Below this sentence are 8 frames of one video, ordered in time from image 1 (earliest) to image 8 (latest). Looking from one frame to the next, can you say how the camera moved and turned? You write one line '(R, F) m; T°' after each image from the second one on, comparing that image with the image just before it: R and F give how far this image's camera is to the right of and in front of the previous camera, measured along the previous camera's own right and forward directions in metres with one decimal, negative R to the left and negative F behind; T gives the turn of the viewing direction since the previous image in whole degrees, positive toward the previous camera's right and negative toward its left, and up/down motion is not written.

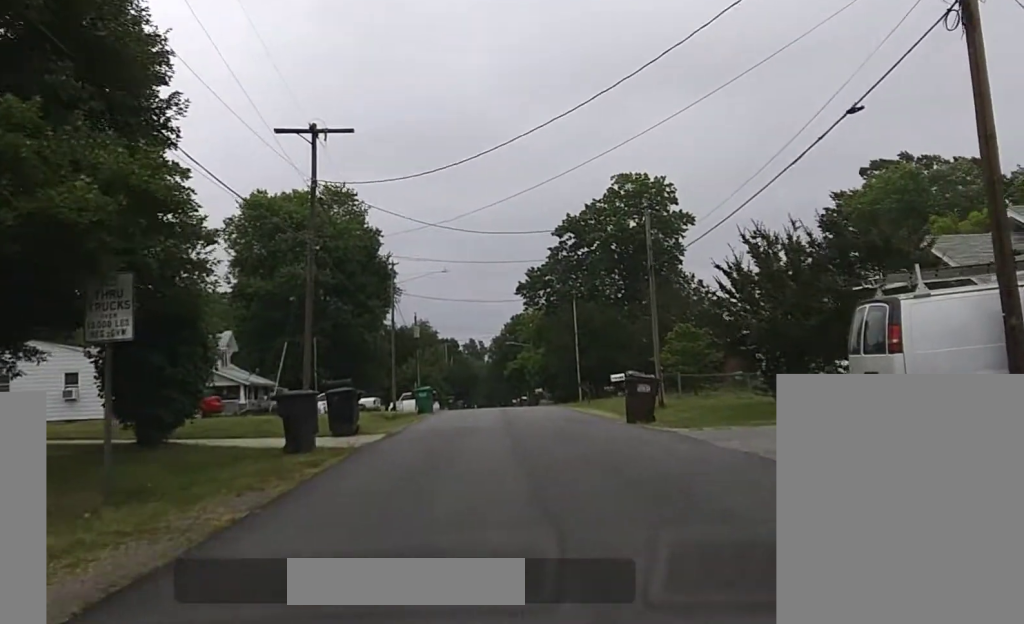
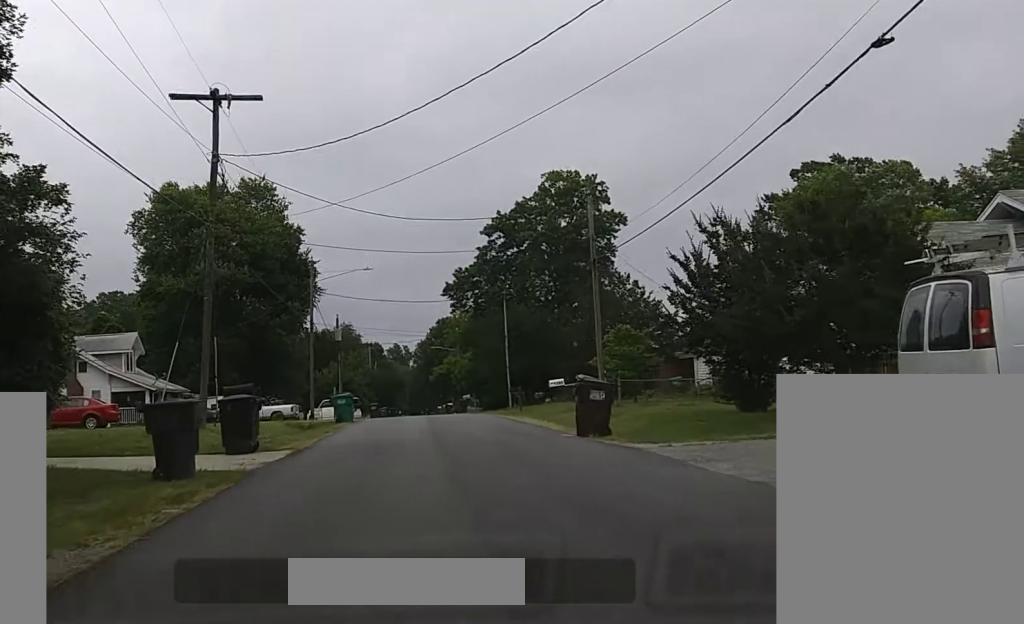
(0.0, +4.3) m; 0°
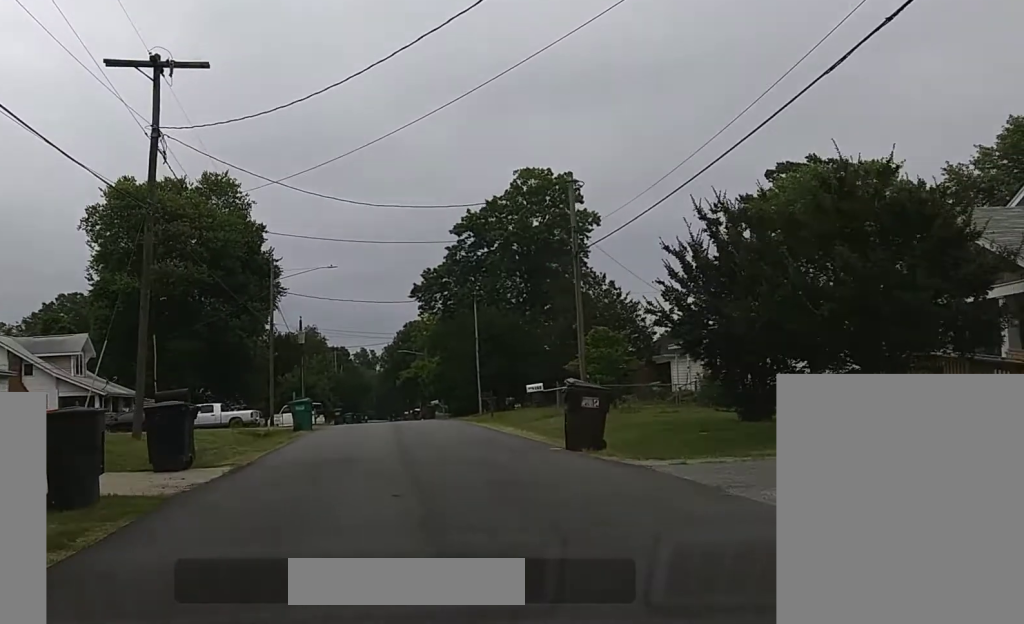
(0.0, +3.2) m; +3°
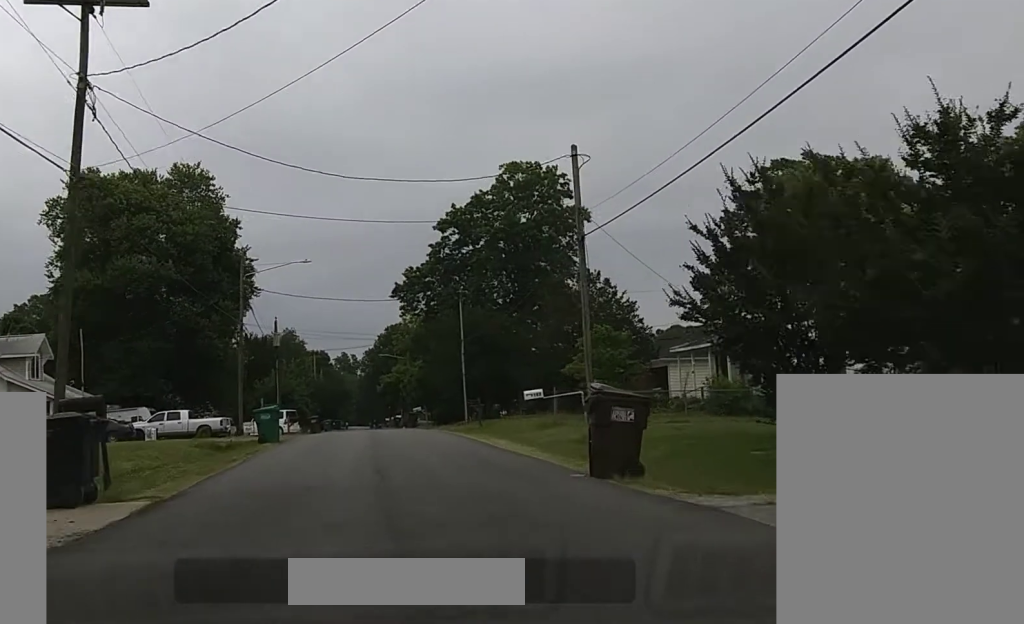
(+0.2, +4.9) m; +10°
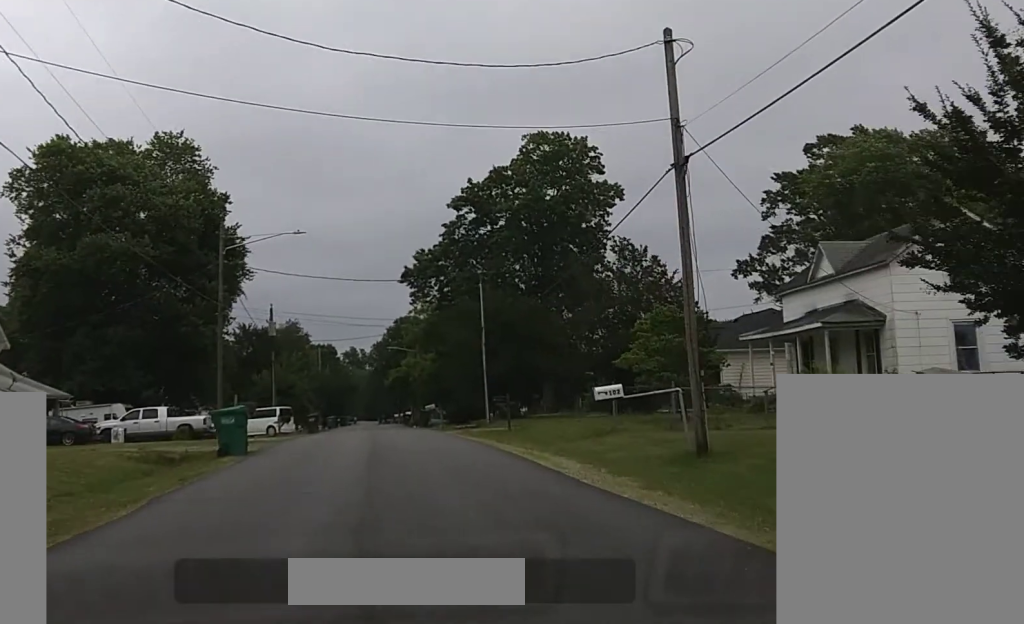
(+1.2, +8.9) m; +7°
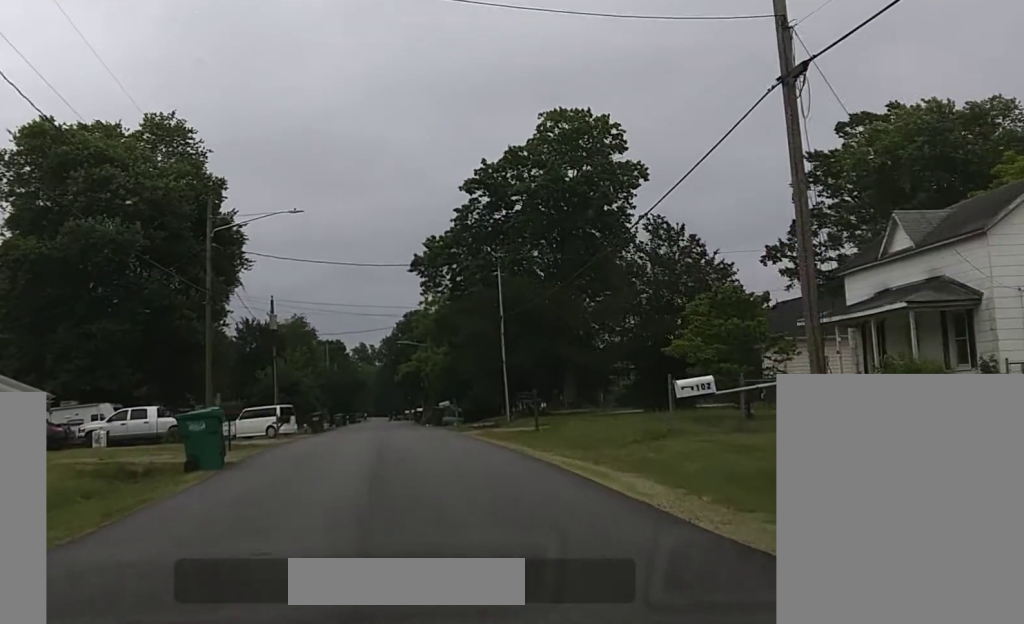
(0.0, +5.2) m; 0°
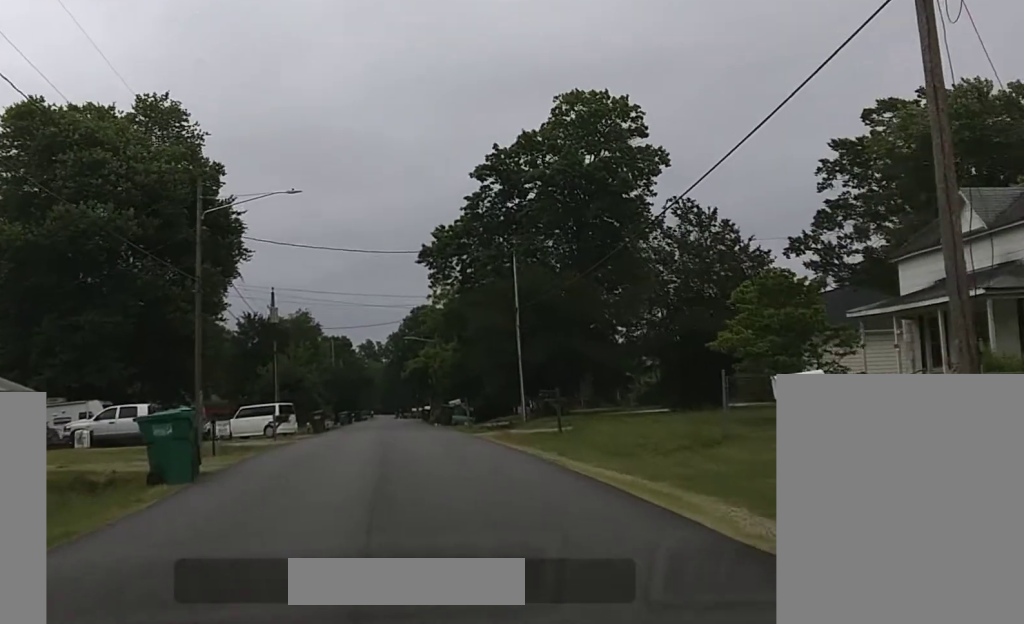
(0.0, +3.1) m; 0°
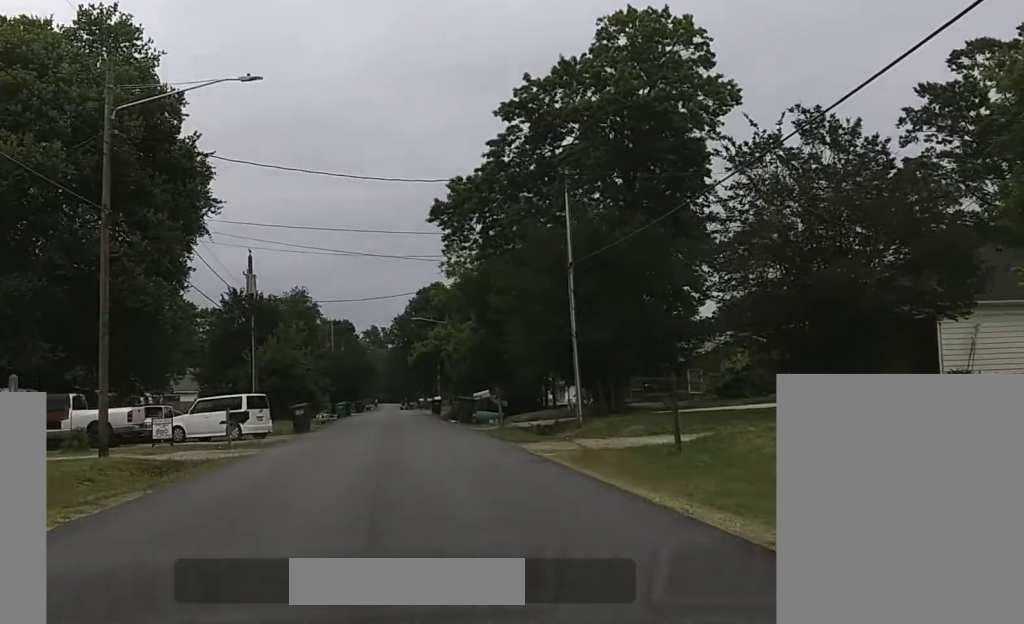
(+0.2, +12.3) m; +2°
